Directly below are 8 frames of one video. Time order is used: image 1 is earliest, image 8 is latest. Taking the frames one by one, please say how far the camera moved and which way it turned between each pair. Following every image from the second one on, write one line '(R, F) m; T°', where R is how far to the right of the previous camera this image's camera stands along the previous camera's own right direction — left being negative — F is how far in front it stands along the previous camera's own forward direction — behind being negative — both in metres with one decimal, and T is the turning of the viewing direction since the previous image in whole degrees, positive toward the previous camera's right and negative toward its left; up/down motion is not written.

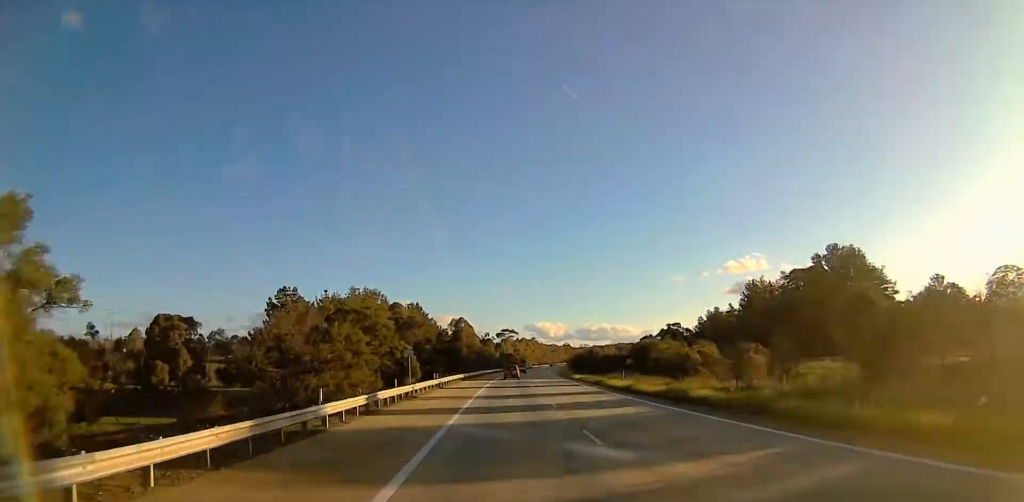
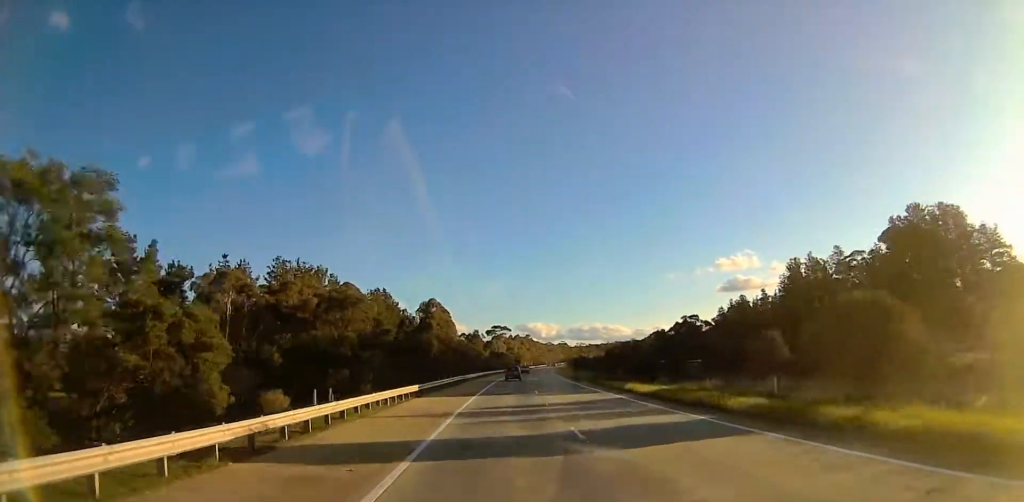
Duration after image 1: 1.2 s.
(0.0, +34.7) m; 0°
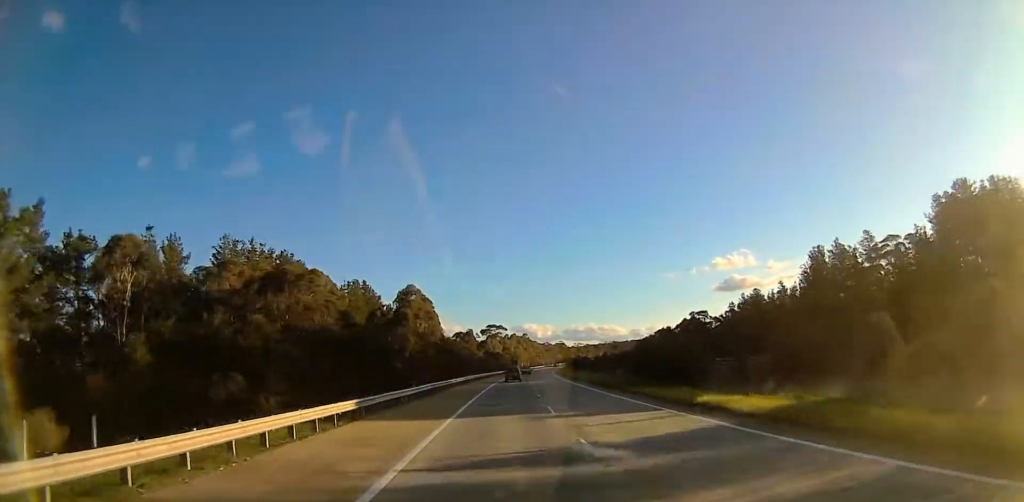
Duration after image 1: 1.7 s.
(0.0, +15.4) m; 0°
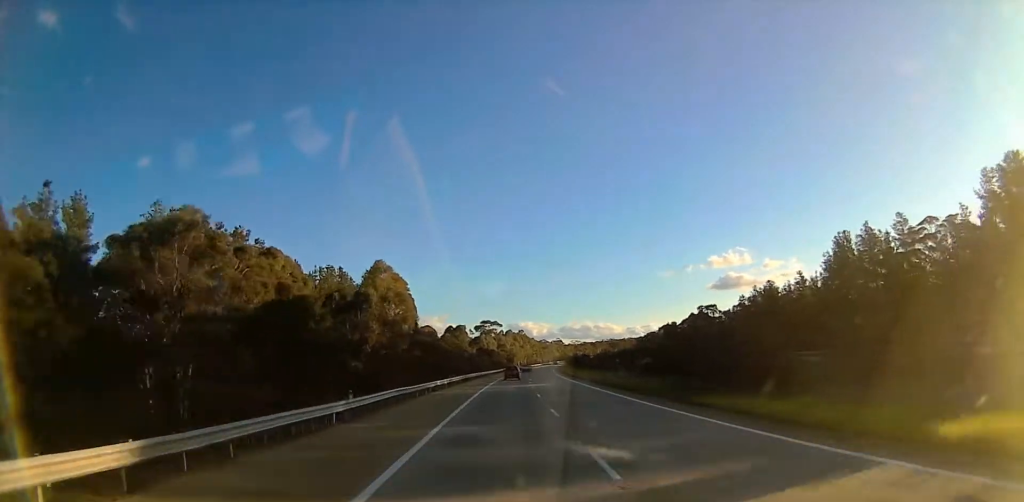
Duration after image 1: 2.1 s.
(0.0, +14.6) m; 0°
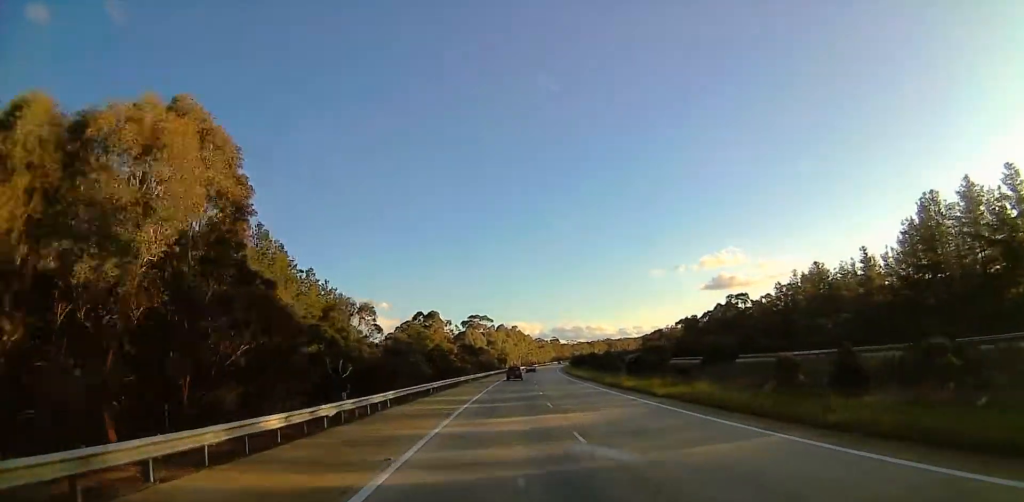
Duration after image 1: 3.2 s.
(0.0, +35.2) m; 0°
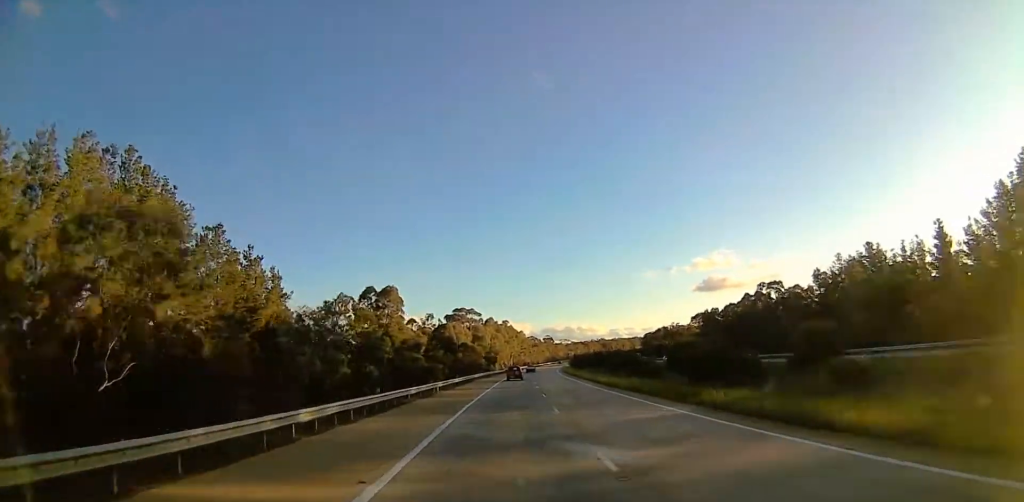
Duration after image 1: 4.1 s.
(0.0, +29.5) m; 0°
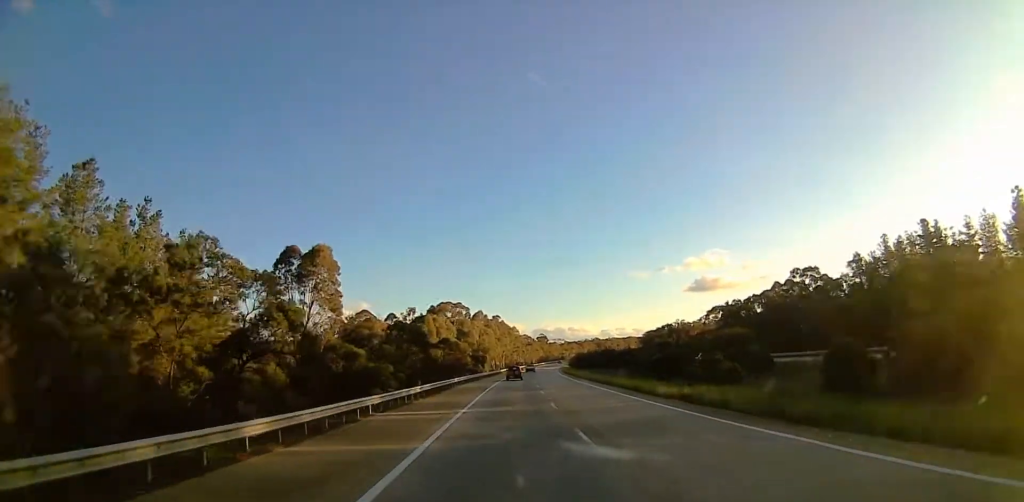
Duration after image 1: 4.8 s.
(0.0, +22.1) m; 0°
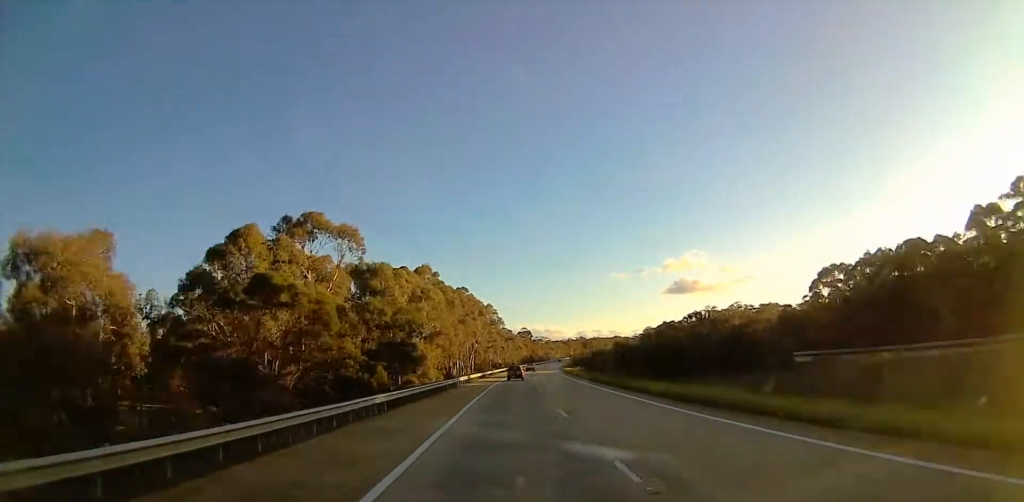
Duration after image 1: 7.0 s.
(0.0, +72.6) m; 0°
